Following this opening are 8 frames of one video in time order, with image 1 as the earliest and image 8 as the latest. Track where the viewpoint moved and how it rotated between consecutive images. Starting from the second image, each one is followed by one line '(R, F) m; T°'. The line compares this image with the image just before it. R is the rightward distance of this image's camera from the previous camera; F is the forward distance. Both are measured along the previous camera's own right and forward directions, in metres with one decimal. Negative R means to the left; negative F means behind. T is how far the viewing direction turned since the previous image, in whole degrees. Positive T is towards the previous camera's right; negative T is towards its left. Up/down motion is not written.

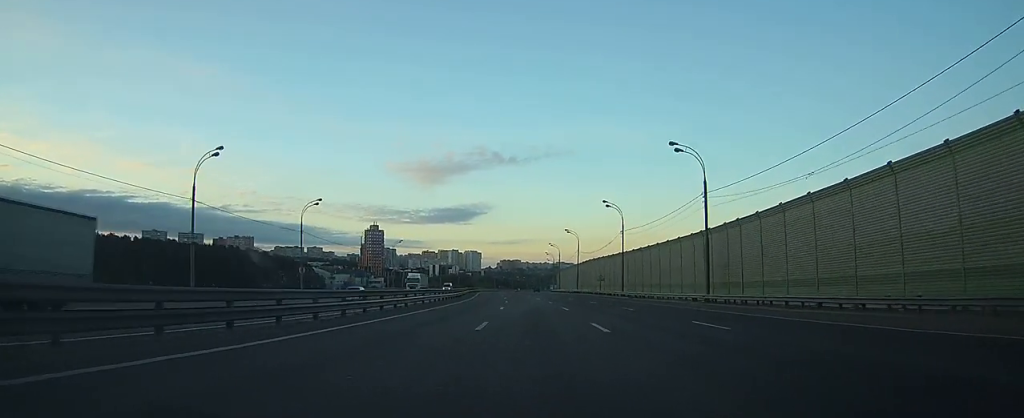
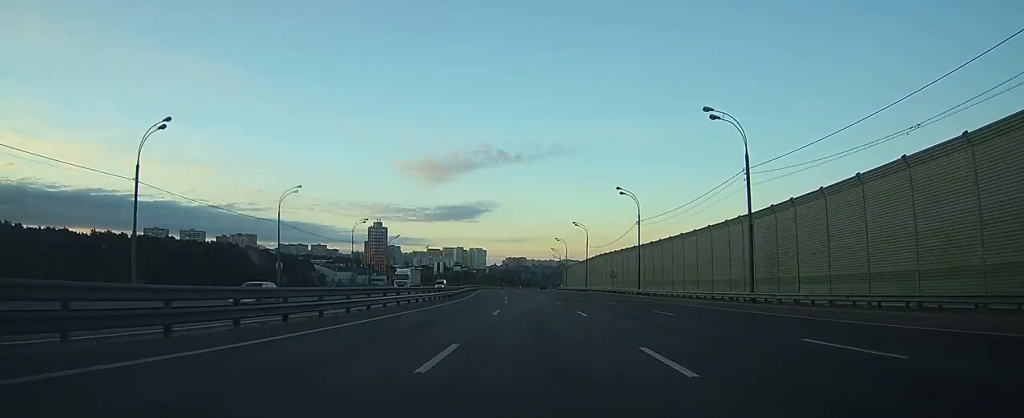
(0.0, +9.0) m; -1°
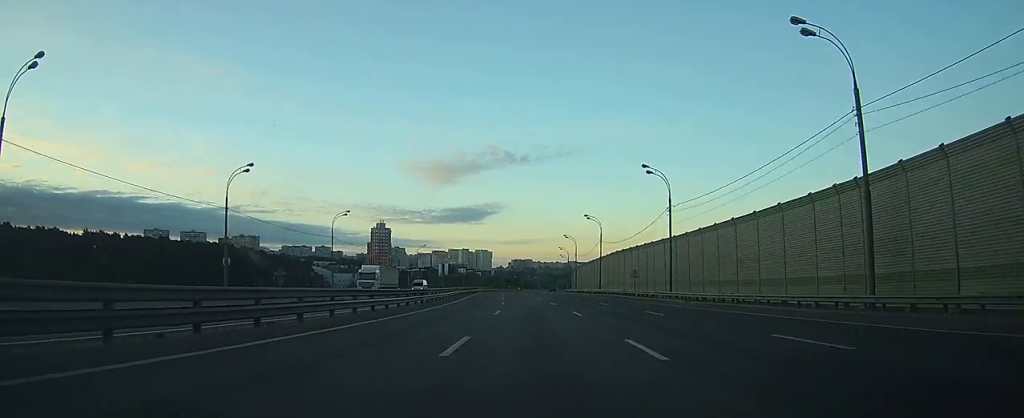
(-0.1, +14.1) m; -1°
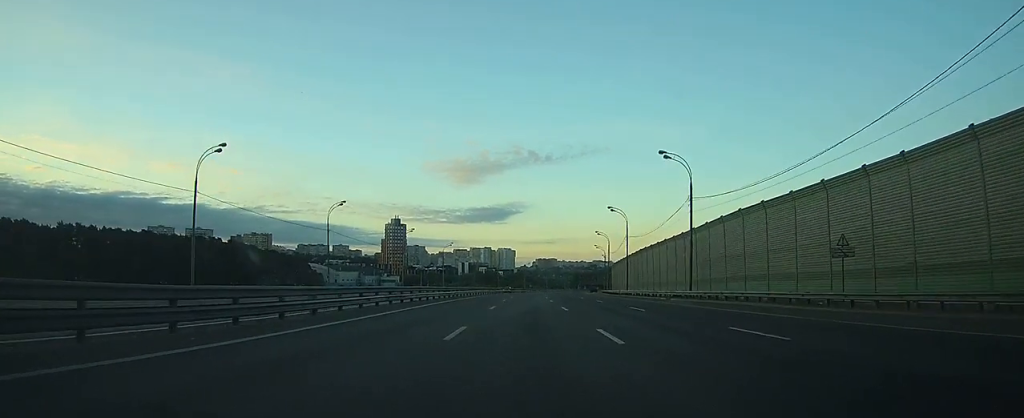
(-0.9, +45.3) m; -2°
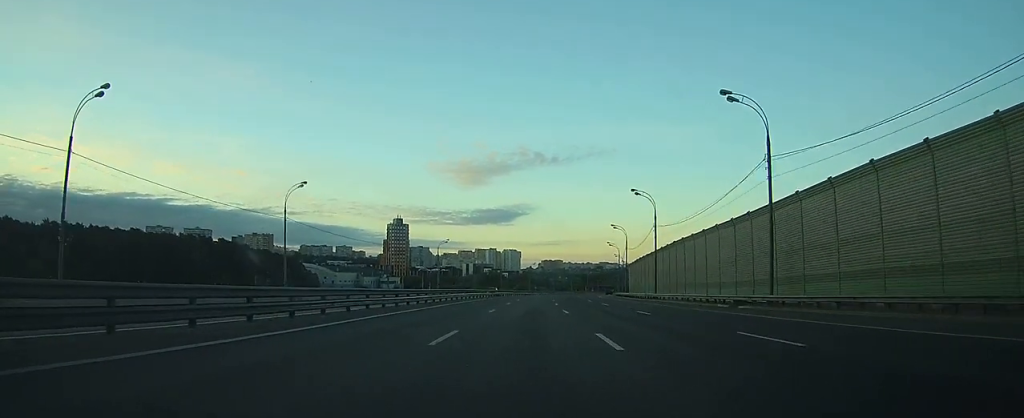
(0.0, +17.1) m; -1°
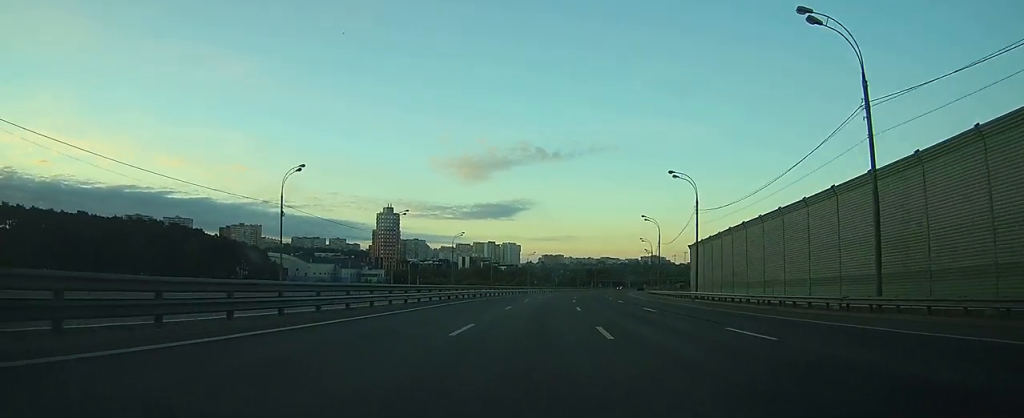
(-0.5, +46.4) m; 0°
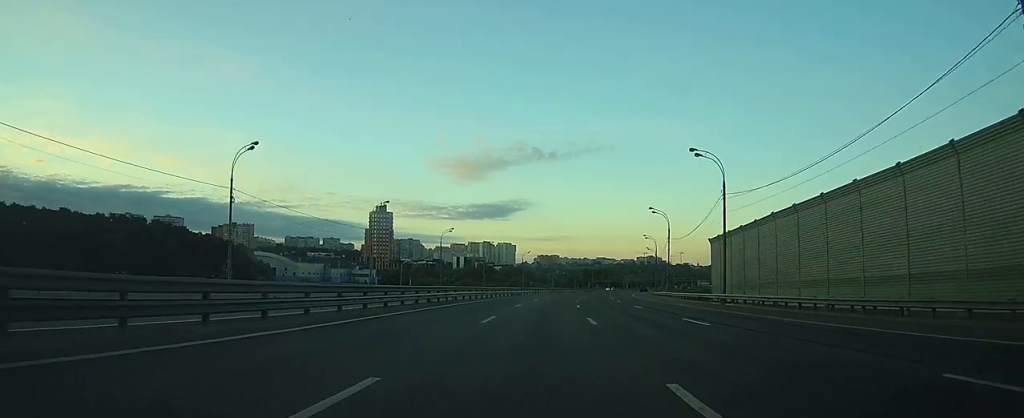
(+0.1, +10.3) m; 0°
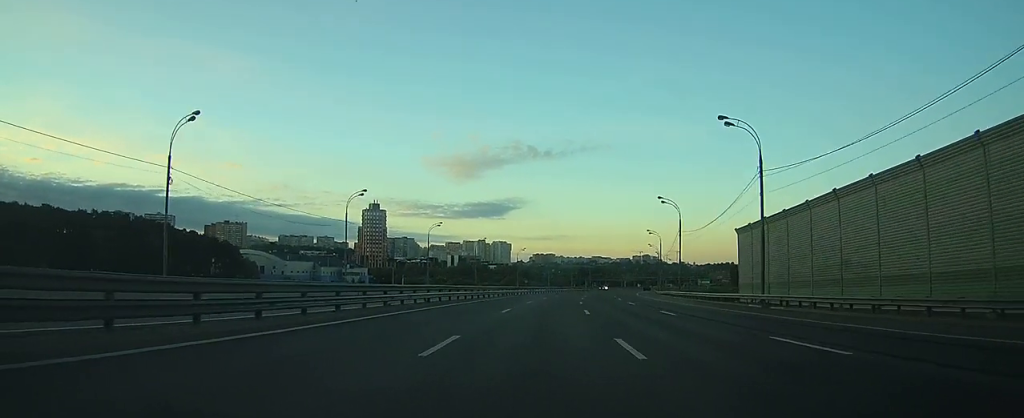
(0.0, +9.5) m; 0°
